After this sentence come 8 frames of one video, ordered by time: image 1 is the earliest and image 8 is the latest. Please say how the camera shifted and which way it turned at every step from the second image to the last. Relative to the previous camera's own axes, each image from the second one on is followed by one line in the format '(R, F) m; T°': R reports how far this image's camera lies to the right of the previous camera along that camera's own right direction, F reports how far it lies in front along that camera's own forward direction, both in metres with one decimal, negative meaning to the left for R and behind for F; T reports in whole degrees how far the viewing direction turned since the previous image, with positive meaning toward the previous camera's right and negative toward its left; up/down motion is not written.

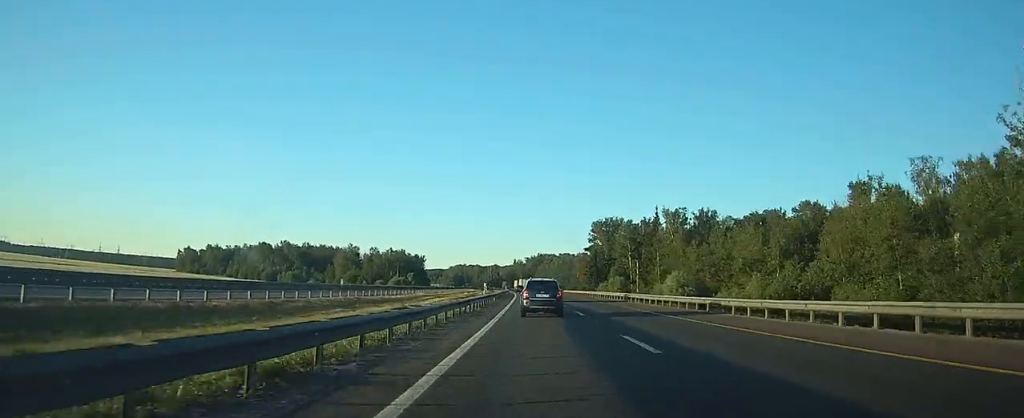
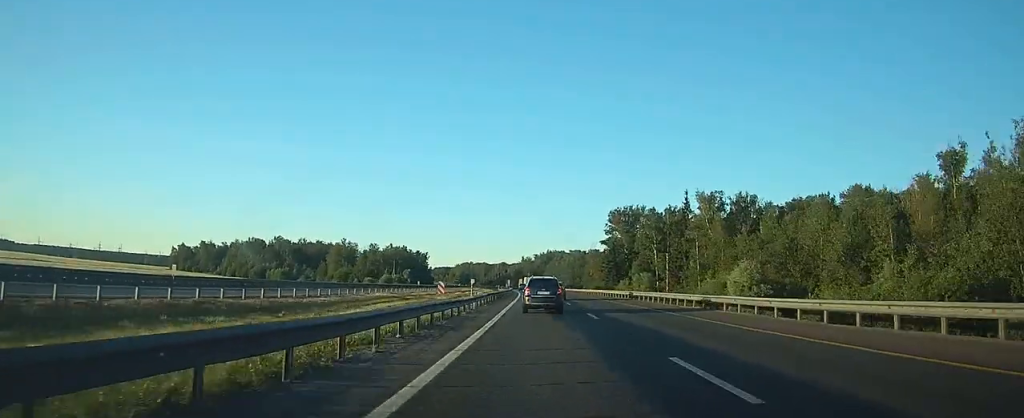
(-0.1, +21.0) m; -1°
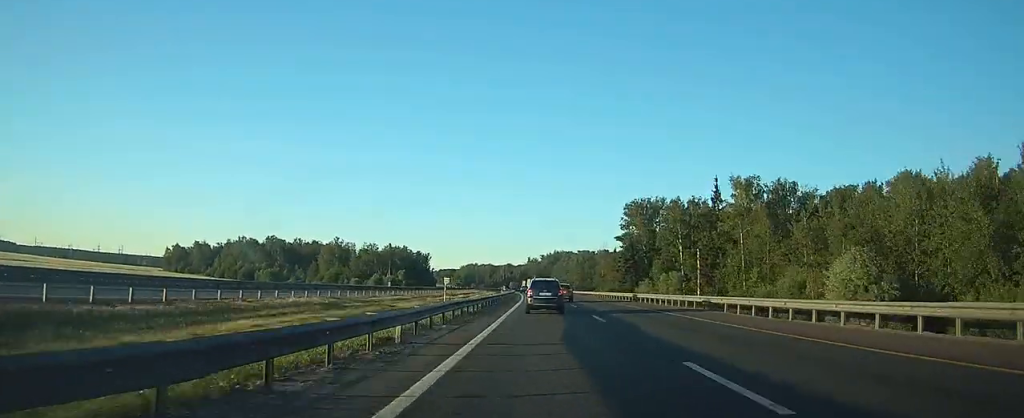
(0.0, +16.6) m; -1°
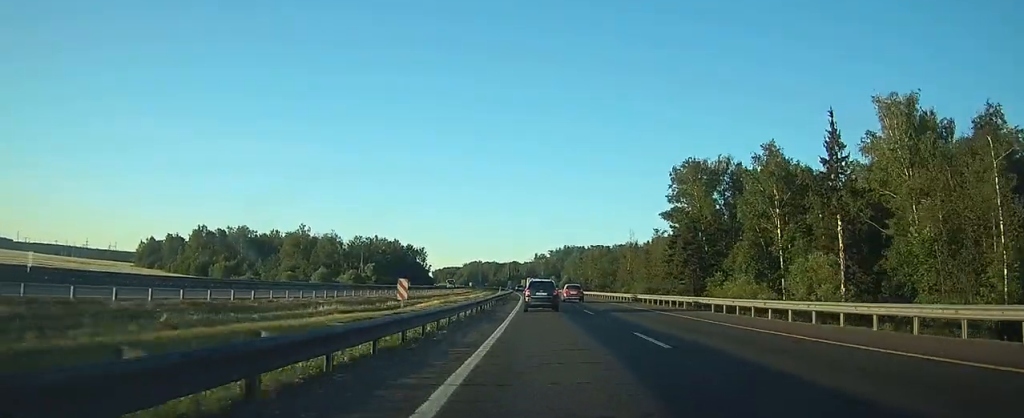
(-0.6, +40.9) m; -1°
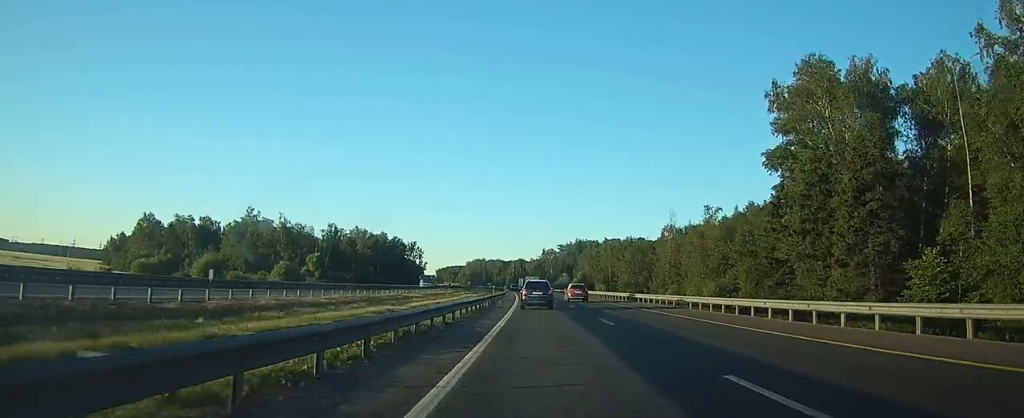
(-0.3, +40.2) m; -1°
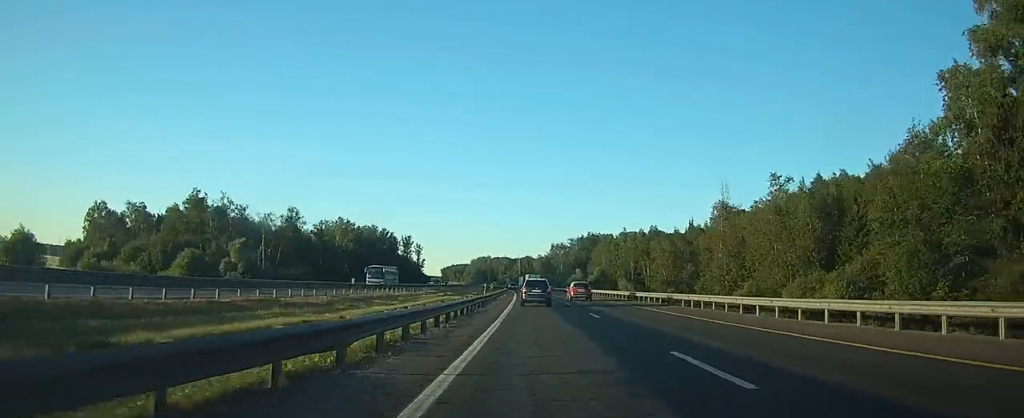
(-0.2, +29.1) m; -1°
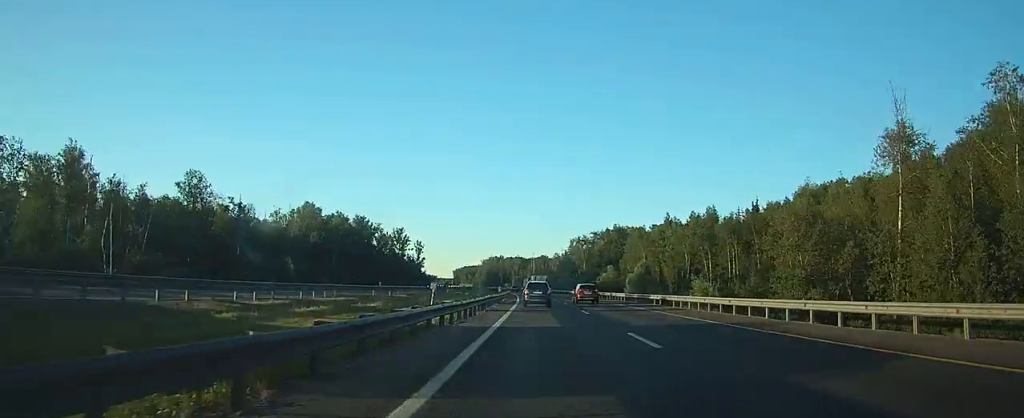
(-0.4, +42.8) m; -1°
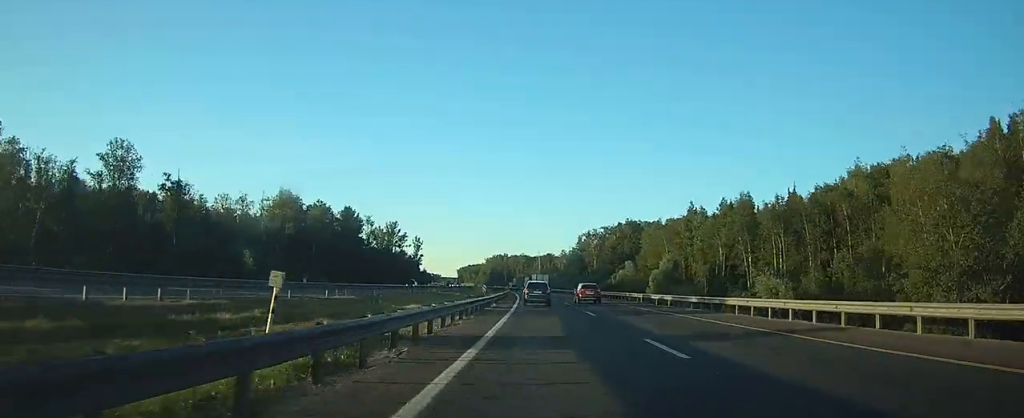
(0.0, +18.1) m; -1°
